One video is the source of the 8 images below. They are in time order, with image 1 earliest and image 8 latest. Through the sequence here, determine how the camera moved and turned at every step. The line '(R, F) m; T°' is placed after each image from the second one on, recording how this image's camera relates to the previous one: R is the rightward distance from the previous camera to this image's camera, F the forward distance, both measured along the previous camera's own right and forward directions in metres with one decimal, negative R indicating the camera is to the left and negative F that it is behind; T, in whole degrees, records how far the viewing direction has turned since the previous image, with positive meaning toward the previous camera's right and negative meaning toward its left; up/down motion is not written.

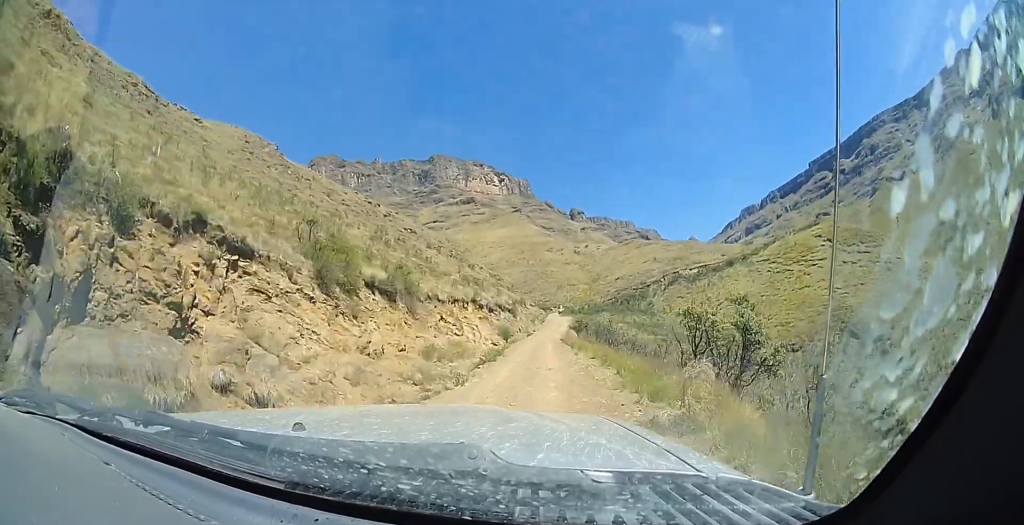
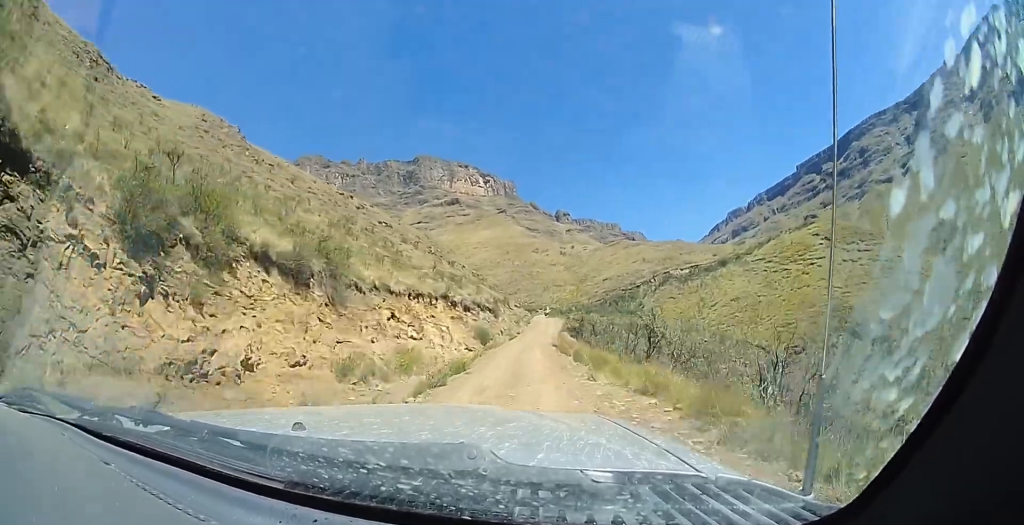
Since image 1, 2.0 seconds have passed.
(+0.5, +8.1) m; +1°
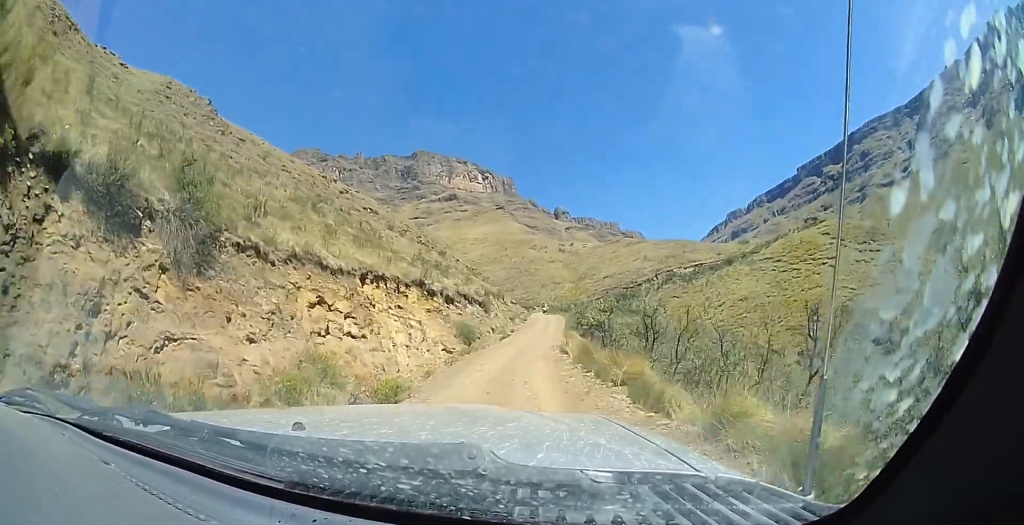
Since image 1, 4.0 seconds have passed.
(+0.1, +8.2) m; 0°
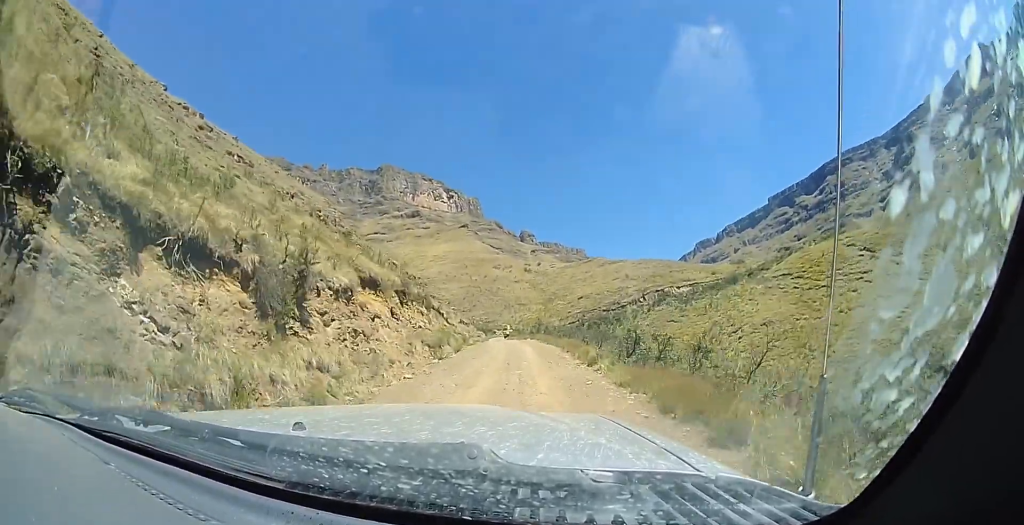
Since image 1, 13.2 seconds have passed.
(-1.1, +37.8) m; -3°
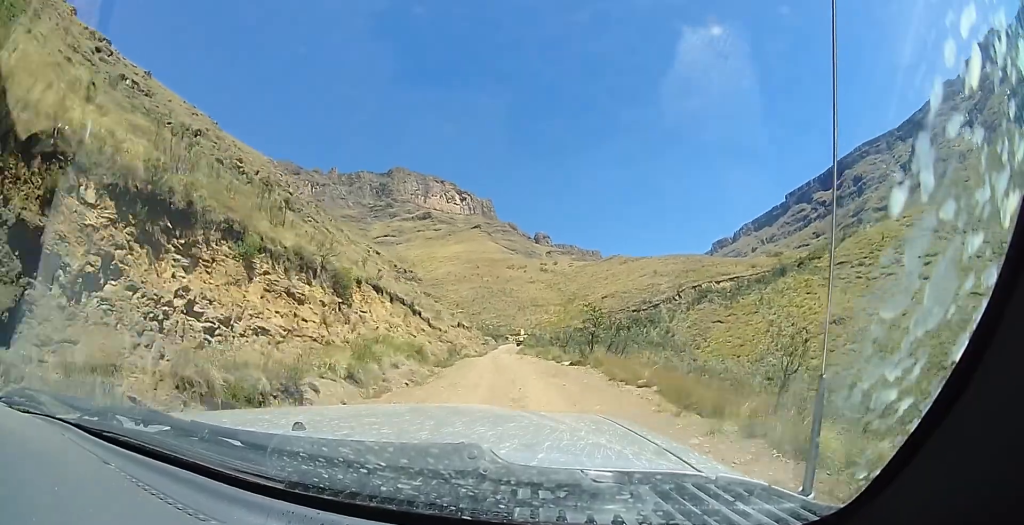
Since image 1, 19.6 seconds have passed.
(-0.5, +25.3) m; 0°
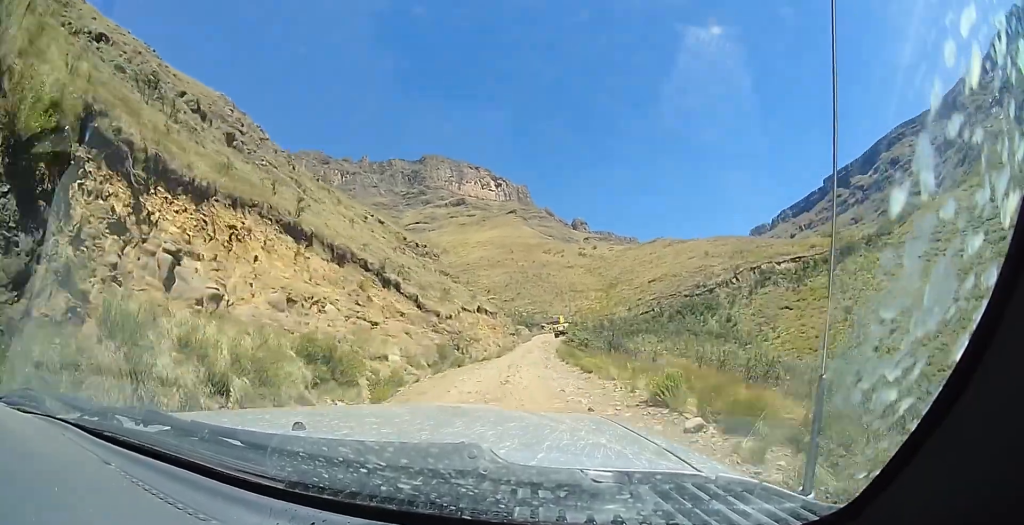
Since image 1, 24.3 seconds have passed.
(+0.2, +17.5) m; -2°
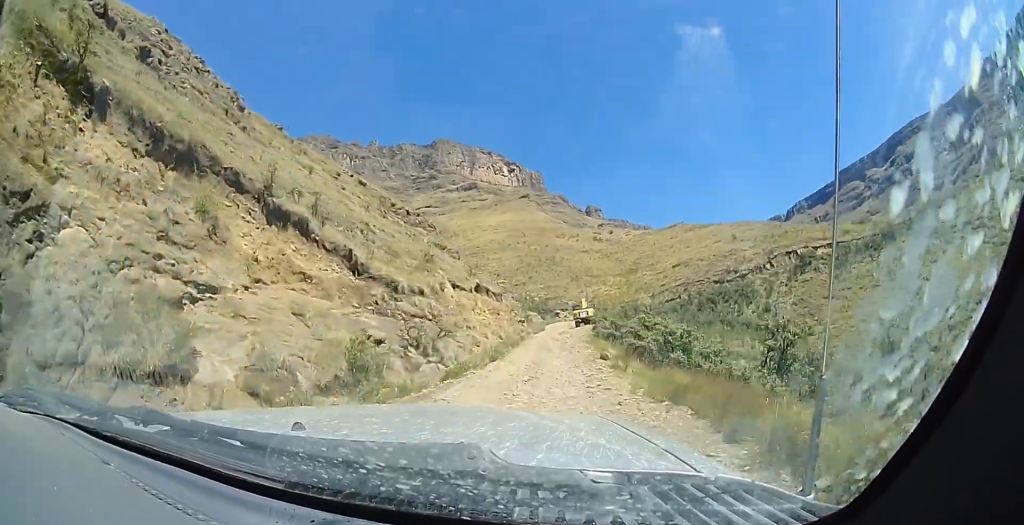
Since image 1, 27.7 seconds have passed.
(-0.7, +12.6) m; 0°
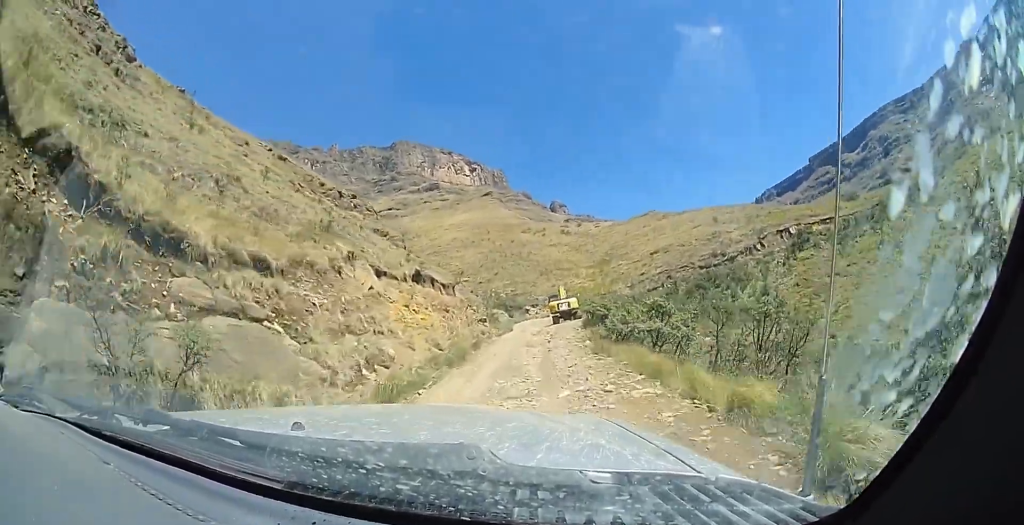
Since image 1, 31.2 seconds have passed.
(+0.5, +12.2) m; +6°
